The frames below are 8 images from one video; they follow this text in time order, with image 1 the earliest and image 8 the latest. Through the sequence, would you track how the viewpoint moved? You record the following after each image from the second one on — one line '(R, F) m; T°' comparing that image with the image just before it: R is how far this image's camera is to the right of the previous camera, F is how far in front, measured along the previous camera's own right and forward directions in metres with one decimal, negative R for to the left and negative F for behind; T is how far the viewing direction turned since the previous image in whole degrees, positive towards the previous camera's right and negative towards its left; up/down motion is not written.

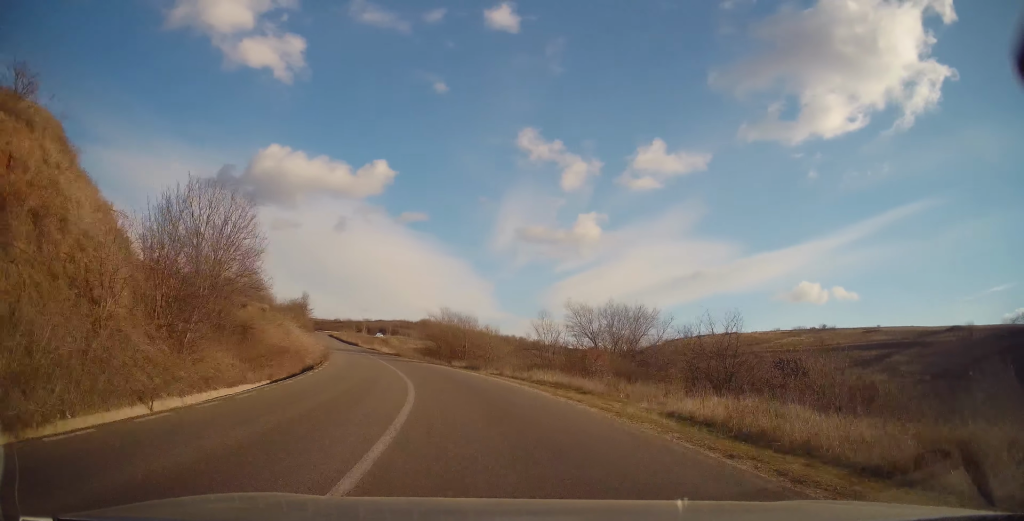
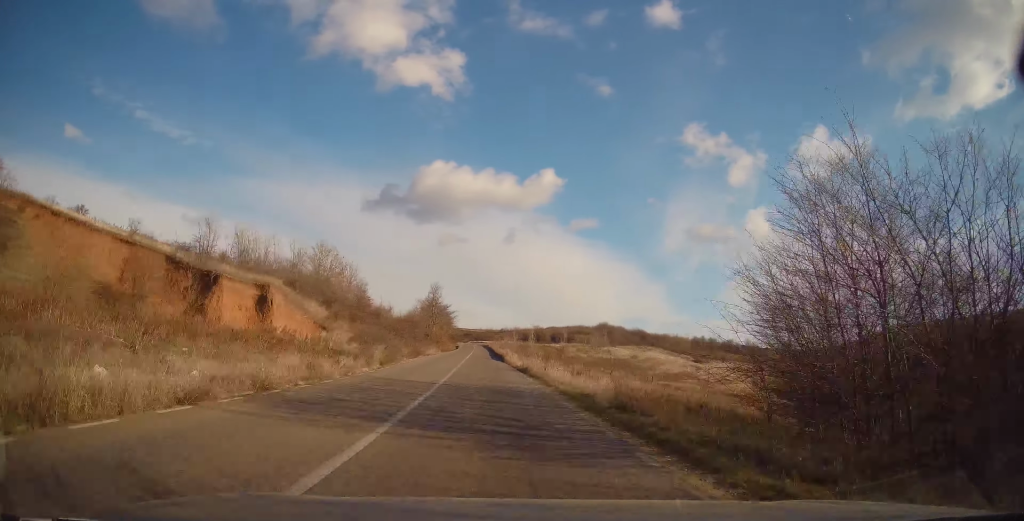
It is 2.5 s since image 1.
(-9.1, +46.2) m; -19°
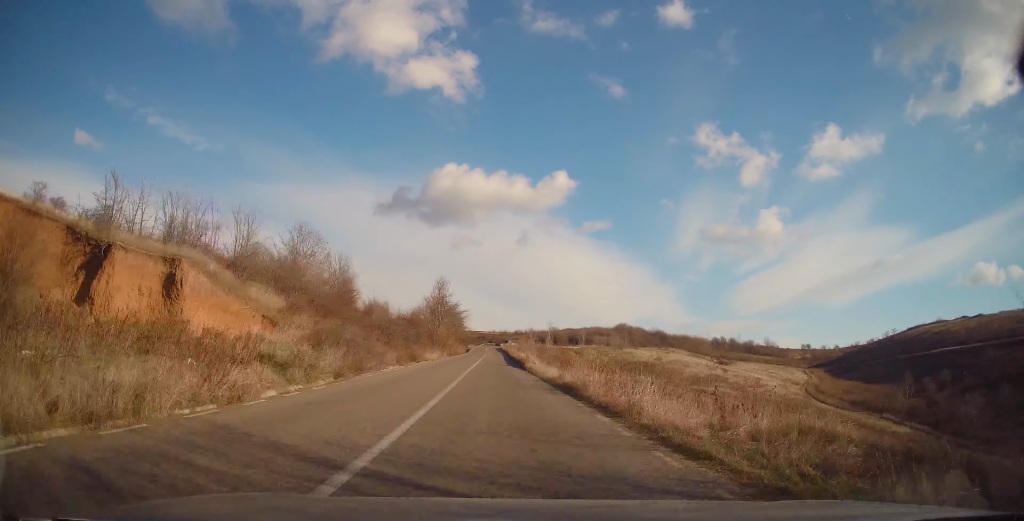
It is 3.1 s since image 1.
(-0.2, +12.2) m; -1°
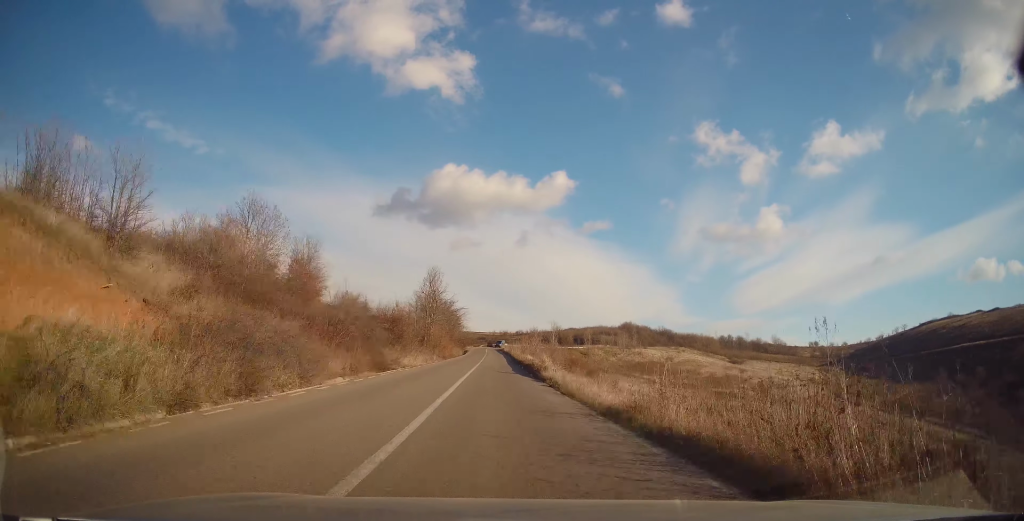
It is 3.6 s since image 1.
(0.0, +11.0) m; 0°
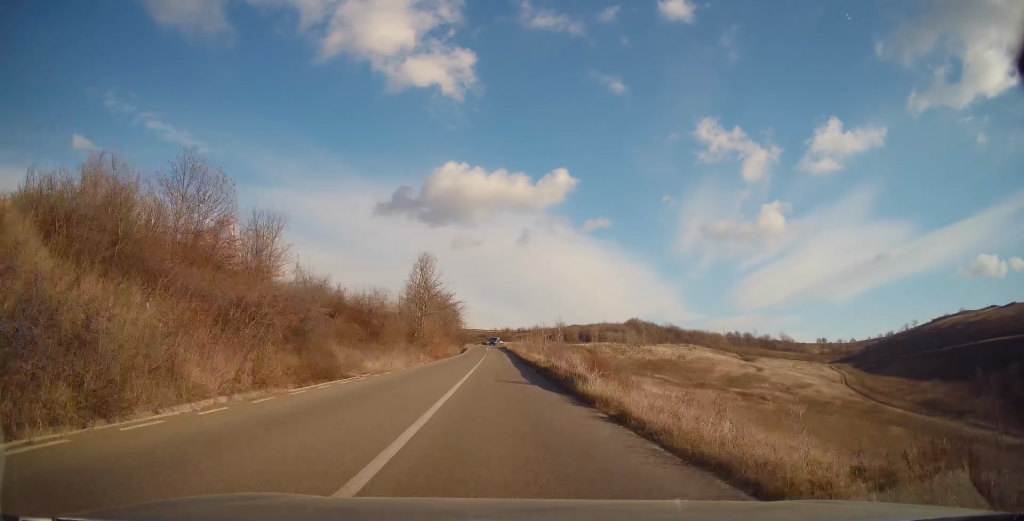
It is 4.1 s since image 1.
(0.0, +10.2) m; 0°
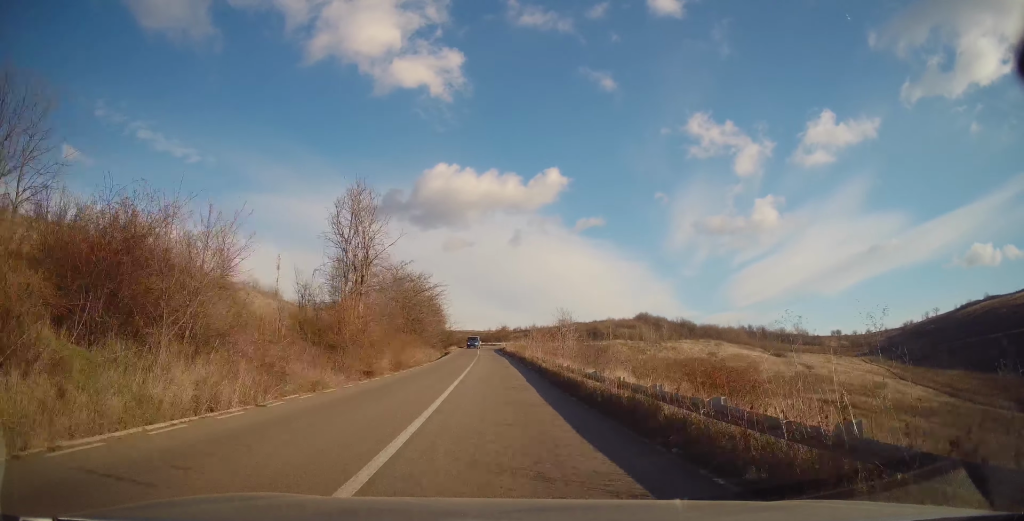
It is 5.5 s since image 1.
(0.0, +27.7) m; 0°
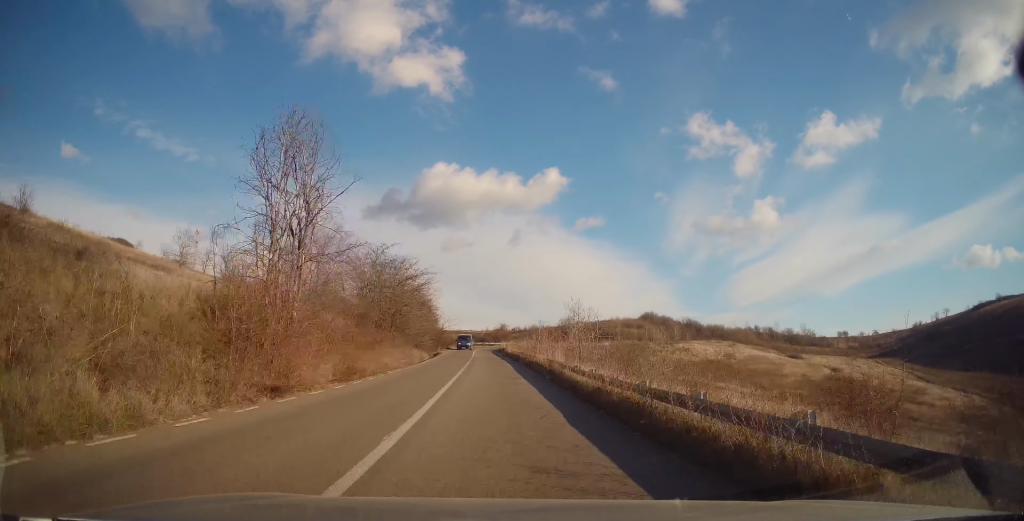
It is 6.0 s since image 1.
(0.0, +11.2) m; 0°
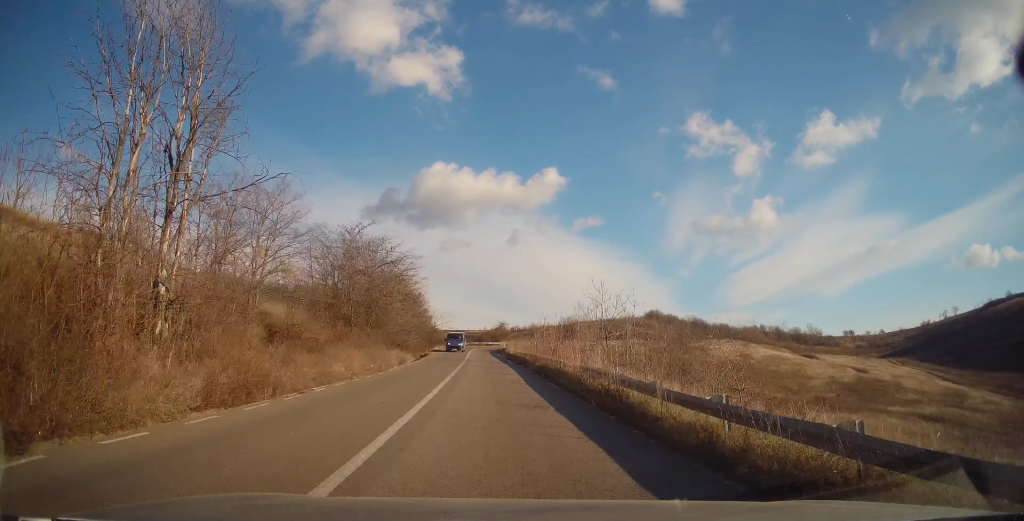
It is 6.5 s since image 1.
(0.0, +9.5) m; 0°
